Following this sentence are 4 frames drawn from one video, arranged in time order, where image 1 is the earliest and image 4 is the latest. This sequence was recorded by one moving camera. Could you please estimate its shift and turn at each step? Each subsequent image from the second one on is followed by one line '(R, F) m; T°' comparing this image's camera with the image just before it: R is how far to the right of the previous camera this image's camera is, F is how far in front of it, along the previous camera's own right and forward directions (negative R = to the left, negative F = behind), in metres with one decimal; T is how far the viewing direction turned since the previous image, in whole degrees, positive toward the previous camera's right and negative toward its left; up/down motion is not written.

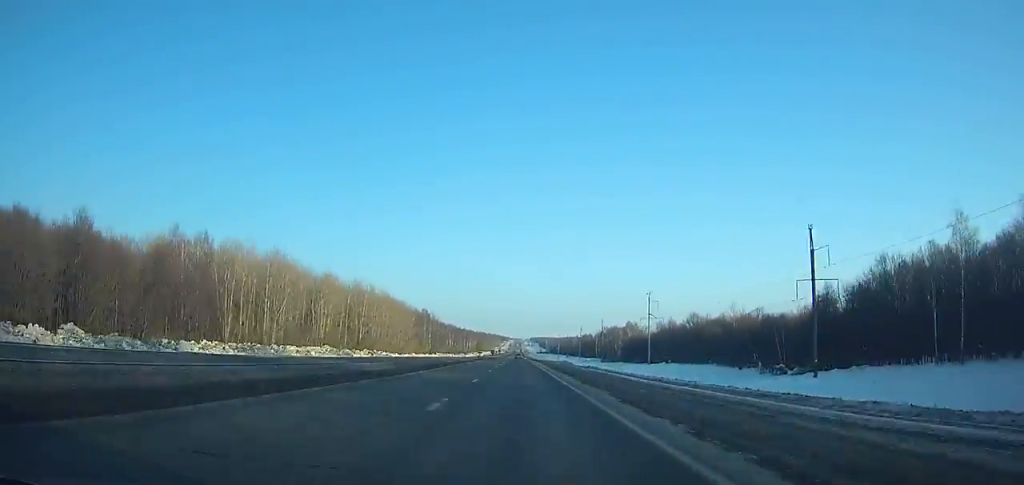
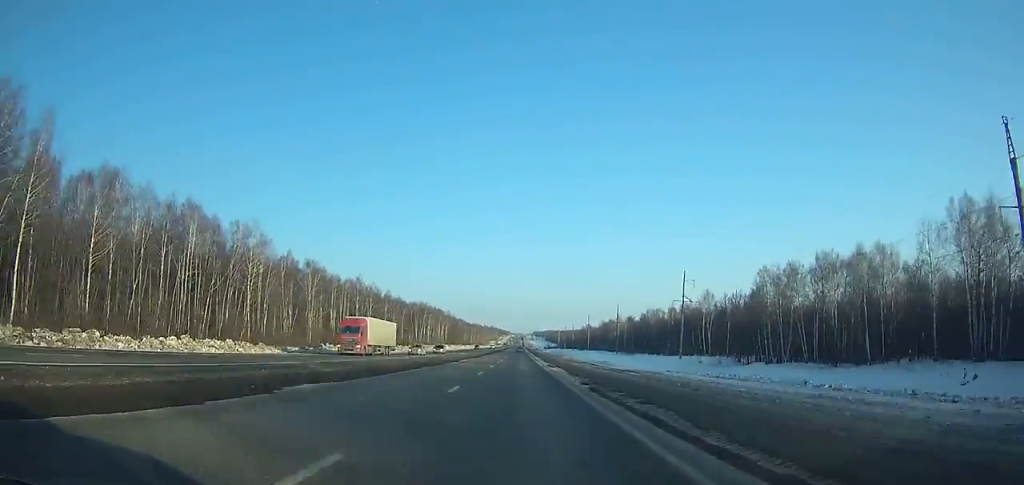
(0.0, +258.6) m; 0°
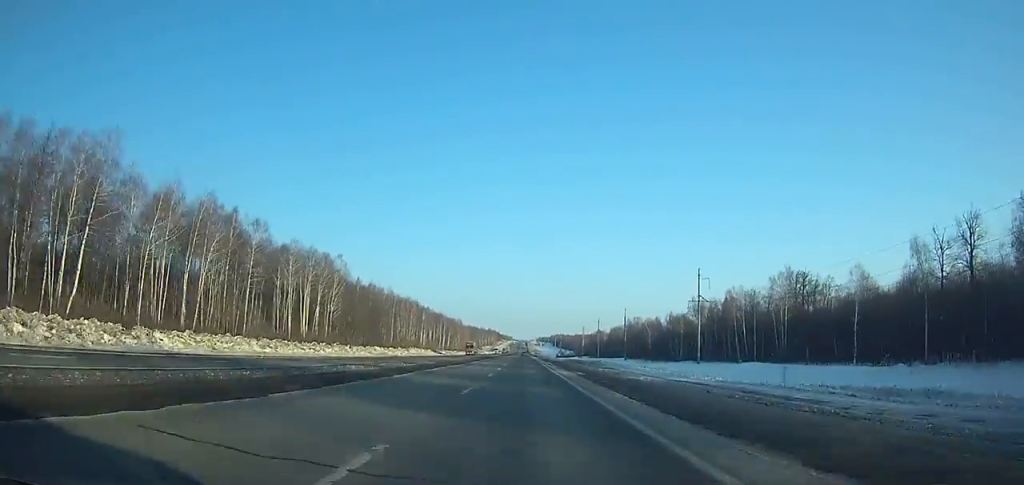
(0.0, +229.9) m; 0°
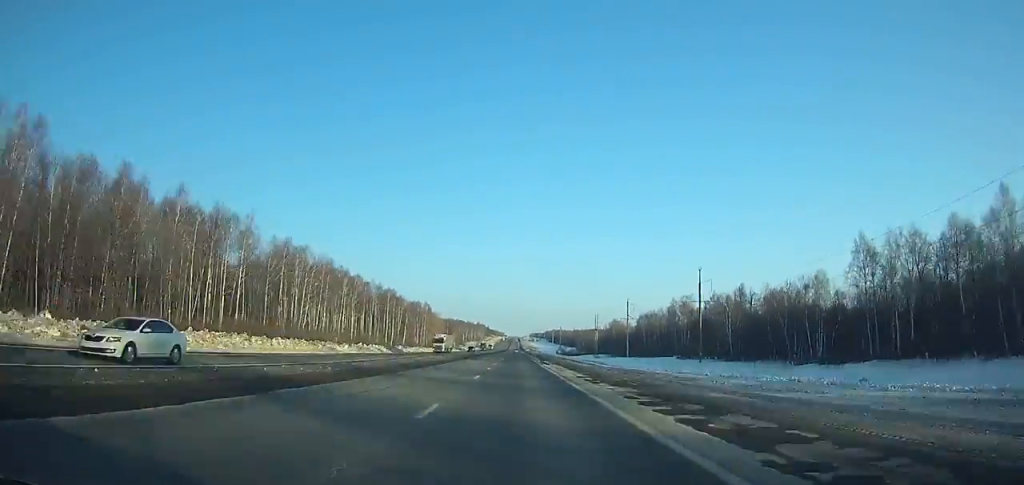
(+0.5, +114.8) m; 0°
